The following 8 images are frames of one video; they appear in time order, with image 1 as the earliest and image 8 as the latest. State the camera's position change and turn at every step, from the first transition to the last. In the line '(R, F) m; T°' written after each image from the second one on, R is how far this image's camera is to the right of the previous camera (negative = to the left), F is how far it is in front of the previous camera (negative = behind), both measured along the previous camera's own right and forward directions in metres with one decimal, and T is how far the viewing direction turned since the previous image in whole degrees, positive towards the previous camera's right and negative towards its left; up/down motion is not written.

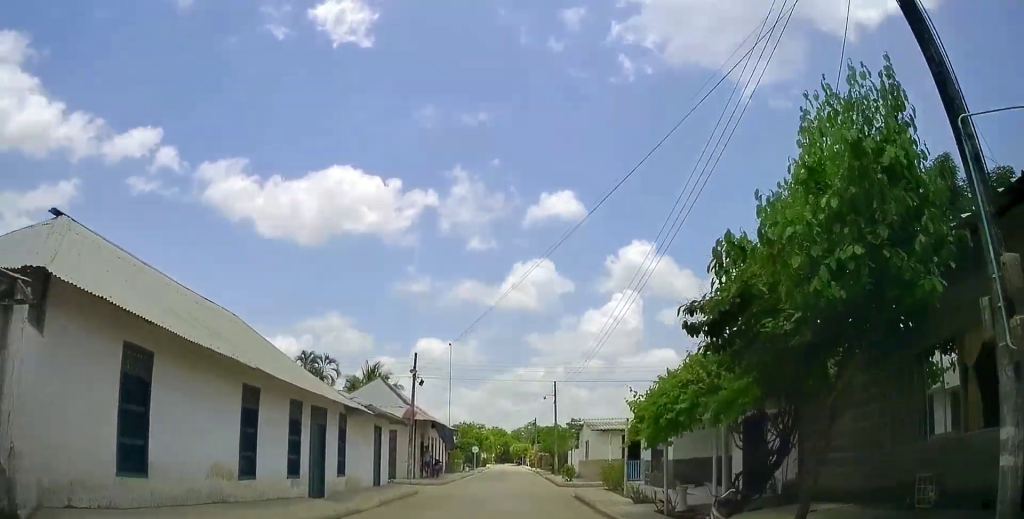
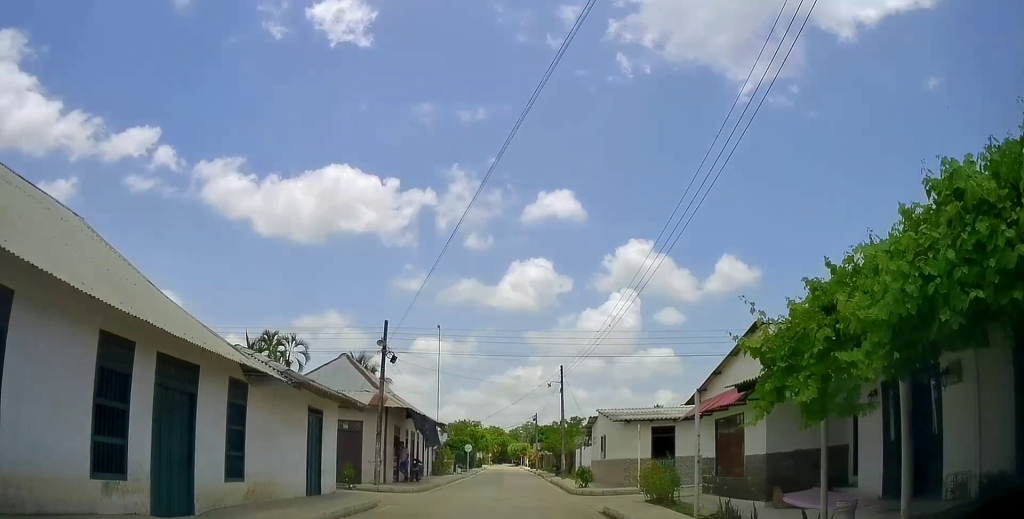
(-0.1, +6.1) m; -1°
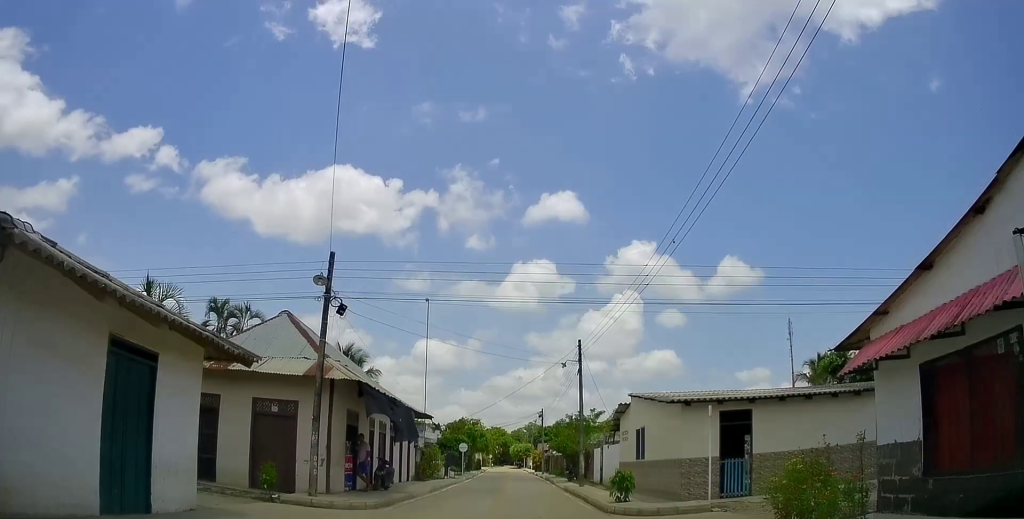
(-0.1, +7.4) m; 0°
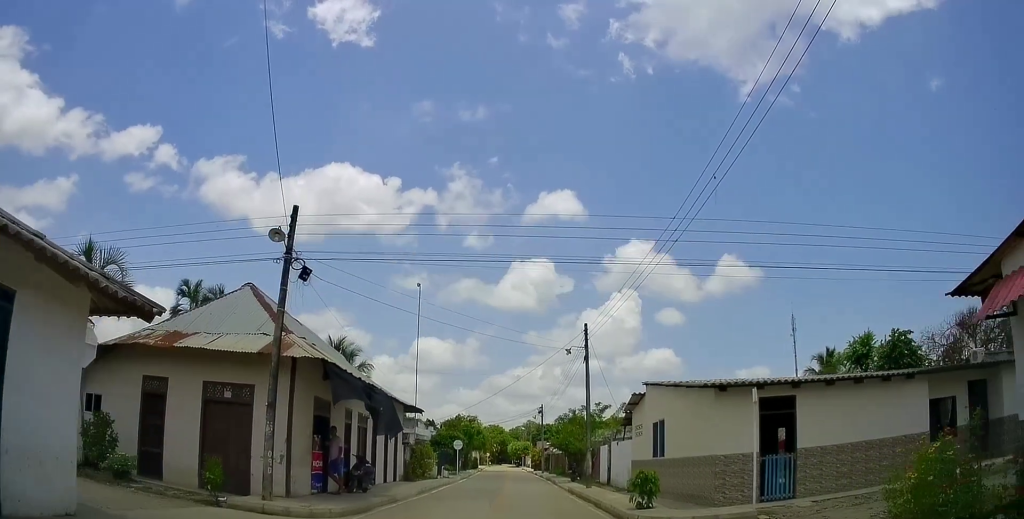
(+0.1, +3.0) m; +1°
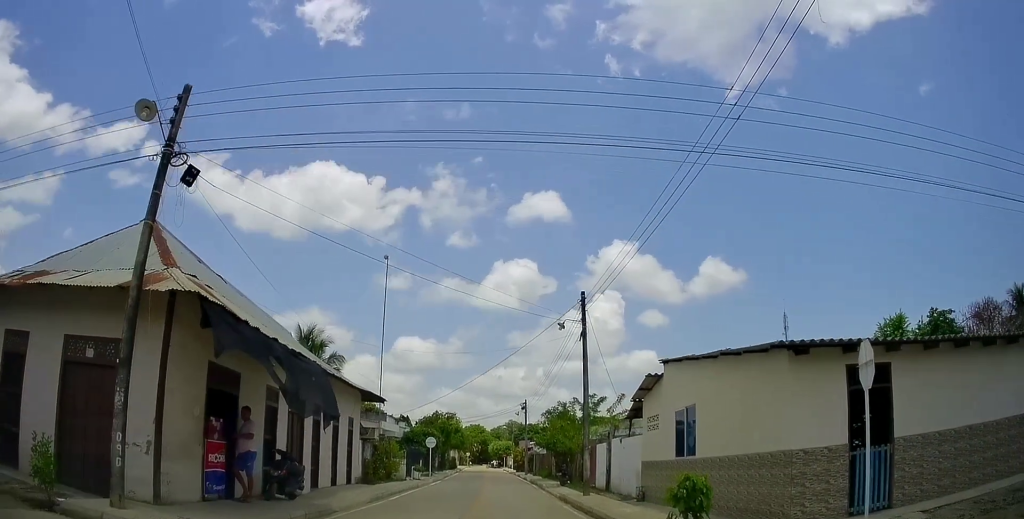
(+0.1, +5.3) m; +1°
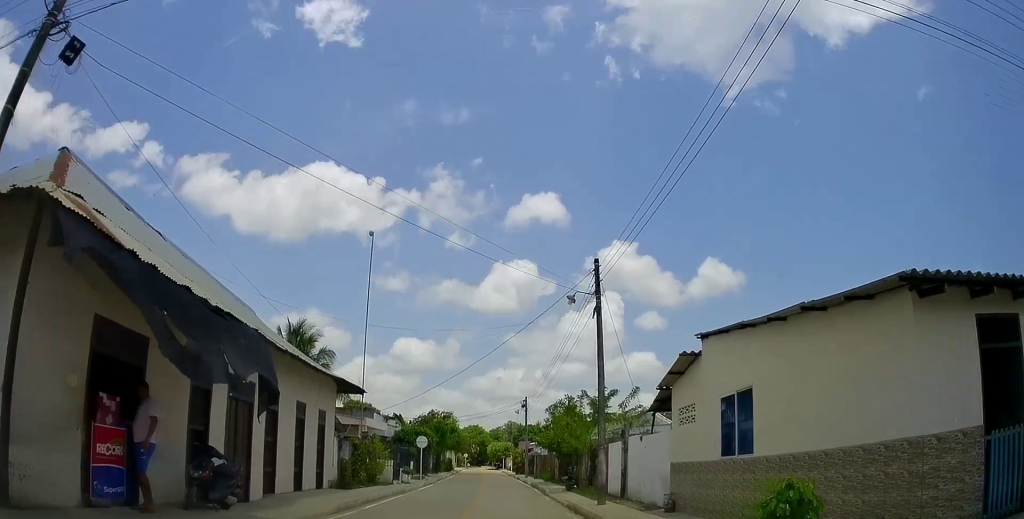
(0.0, +3.7) m; 0°
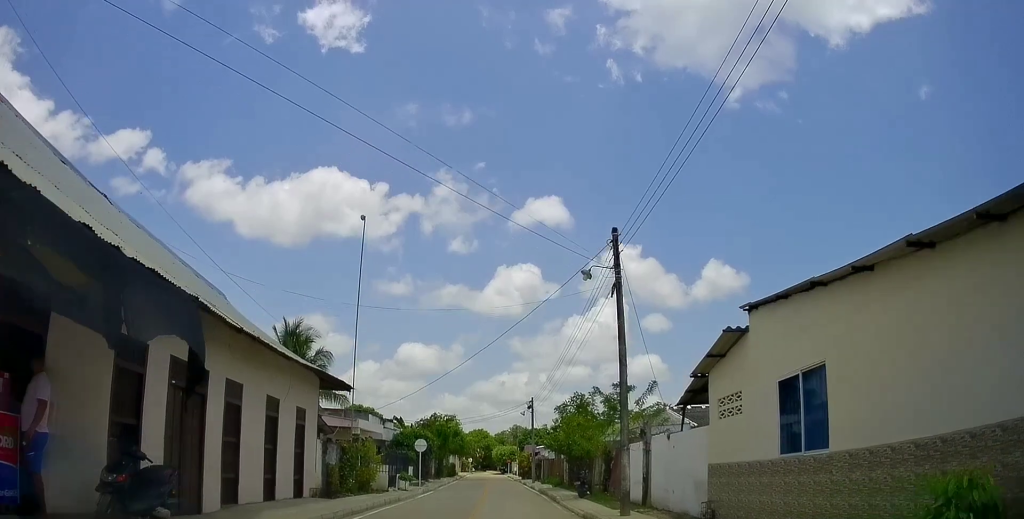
(0.0, +2.6) m; +1°
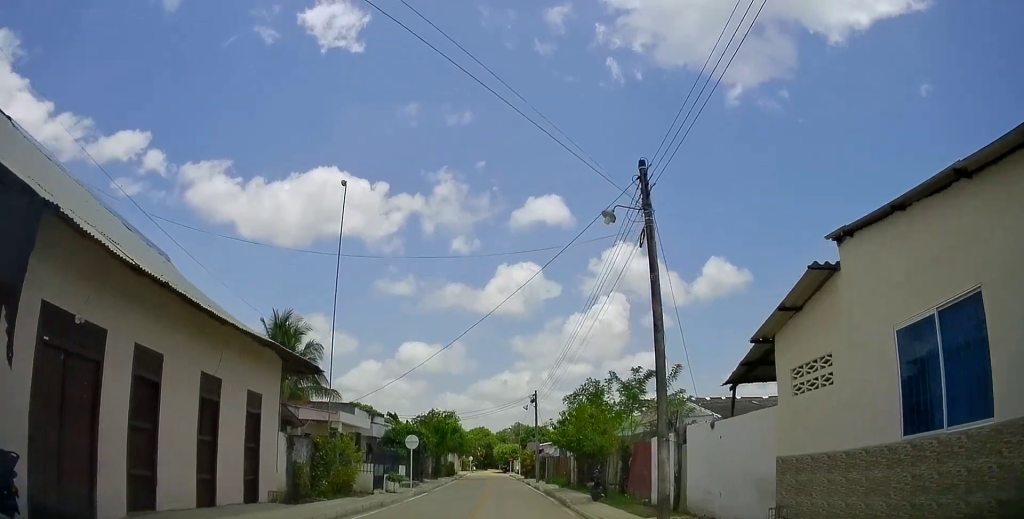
(0.0, +3.0) m; 0°
